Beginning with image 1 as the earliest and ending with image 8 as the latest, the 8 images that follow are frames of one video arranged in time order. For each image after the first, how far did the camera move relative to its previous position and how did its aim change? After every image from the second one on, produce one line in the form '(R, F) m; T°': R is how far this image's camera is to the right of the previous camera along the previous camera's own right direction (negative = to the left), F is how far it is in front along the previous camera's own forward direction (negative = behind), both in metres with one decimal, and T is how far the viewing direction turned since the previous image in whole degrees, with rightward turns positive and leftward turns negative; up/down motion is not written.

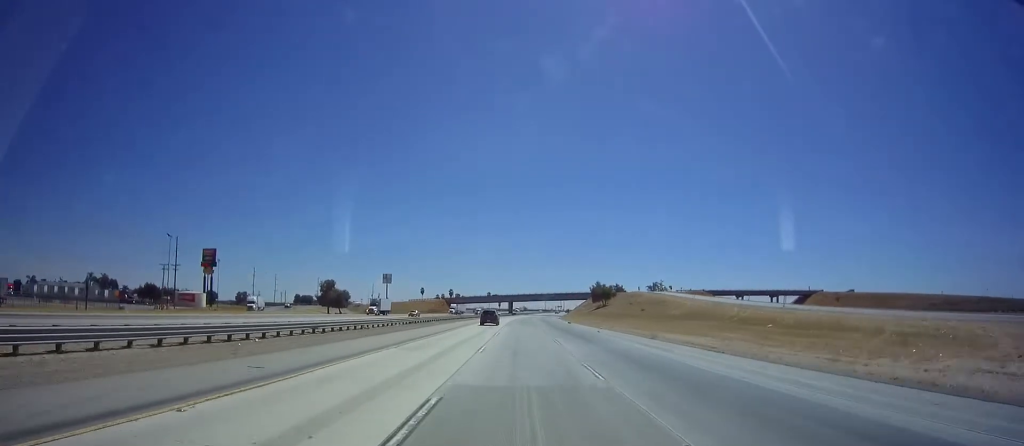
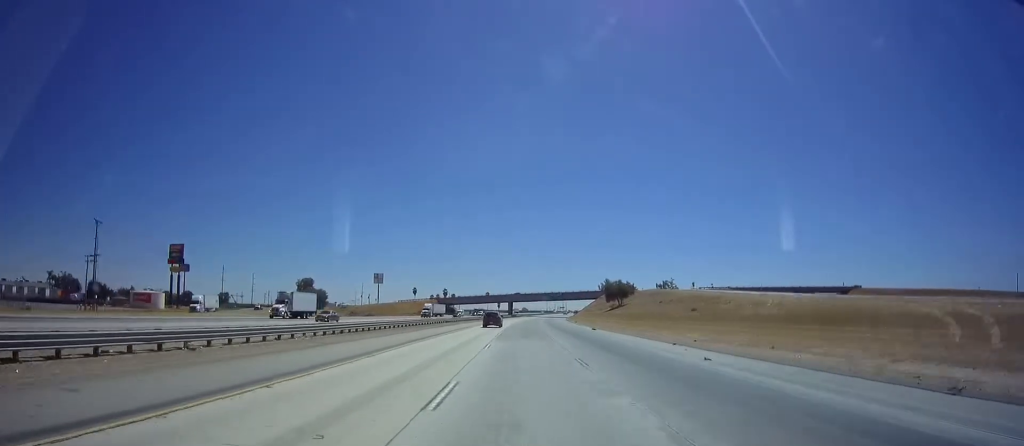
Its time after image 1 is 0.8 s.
(0.0, +26.7) m; 0°
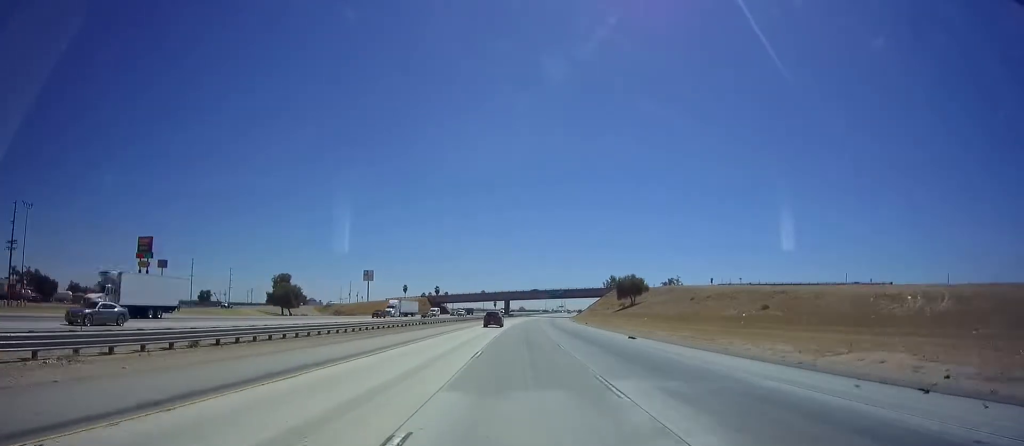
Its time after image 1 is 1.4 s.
(0.0, +20.0) m; 0°
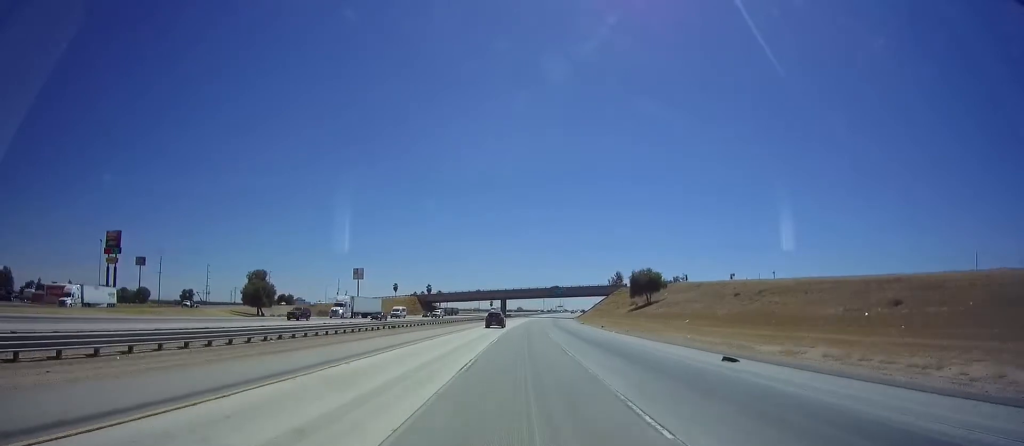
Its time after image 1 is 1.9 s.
(0.0, +17.8) m; 0°
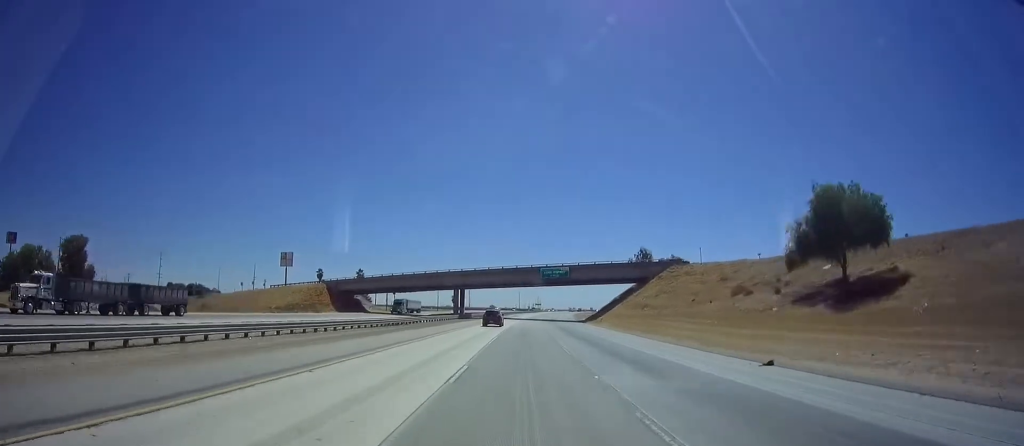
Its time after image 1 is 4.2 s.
(+0.8, +75.8) m; +3°
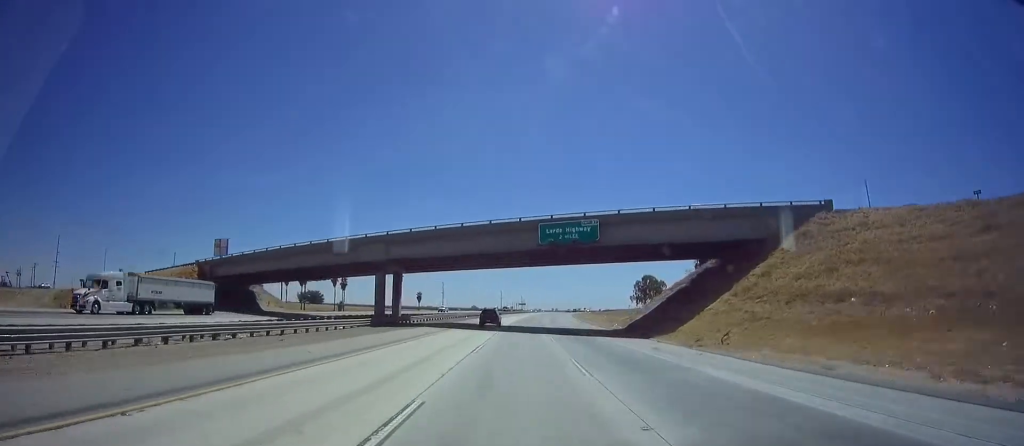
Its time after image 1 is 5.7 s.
(+1.0, +50.2) m; +1°
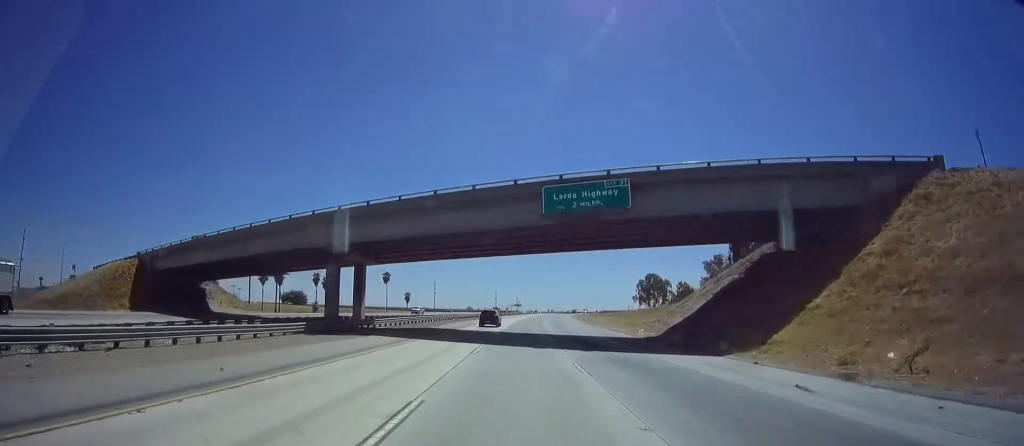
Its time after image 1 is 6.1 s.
(-0.1, +14.5) m; 0°
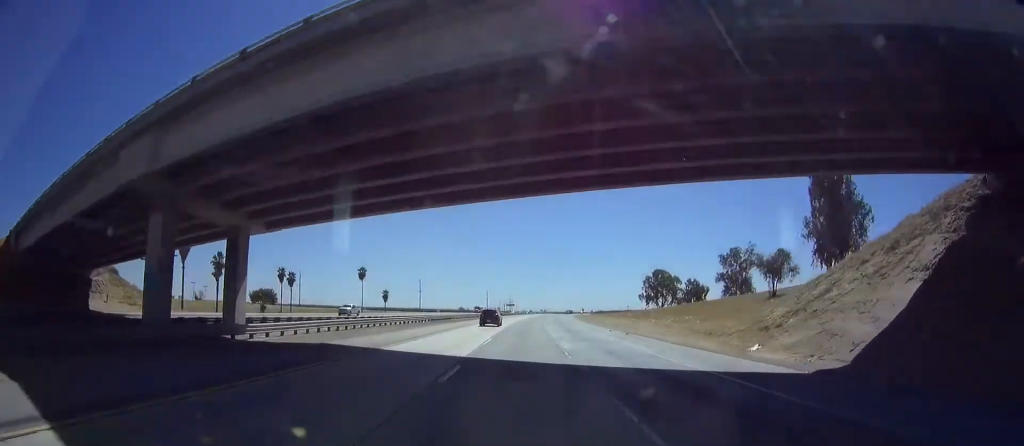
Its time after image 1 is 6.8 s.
(+0.4, +23.5) m; +2°
